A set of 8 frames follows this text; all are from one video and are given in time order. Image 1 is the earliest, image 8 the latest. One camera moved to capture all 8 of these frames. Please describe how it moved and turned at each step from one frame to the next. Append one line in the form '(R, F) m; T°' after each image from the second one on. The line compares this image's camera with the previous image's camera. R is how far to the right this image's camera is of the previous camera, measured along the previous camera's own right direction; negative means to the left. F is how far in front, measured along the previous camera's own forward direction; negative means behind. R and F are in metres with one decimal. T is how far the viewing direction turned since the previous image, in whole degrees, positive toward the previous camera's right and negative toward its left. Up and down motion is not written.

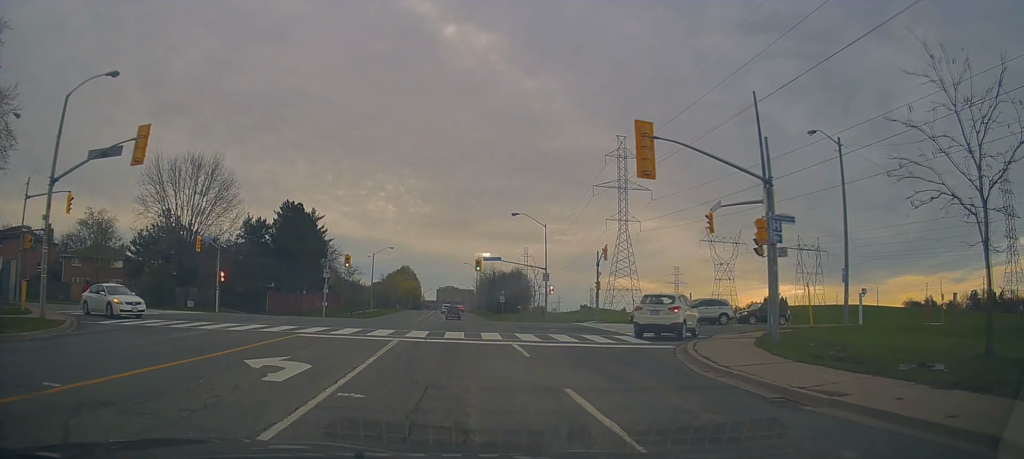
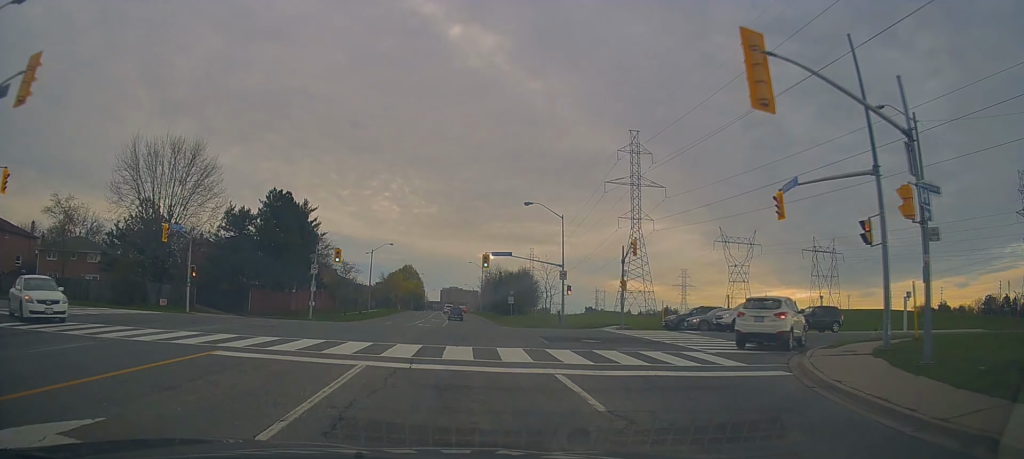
(0.0, +6.2) m; 0°
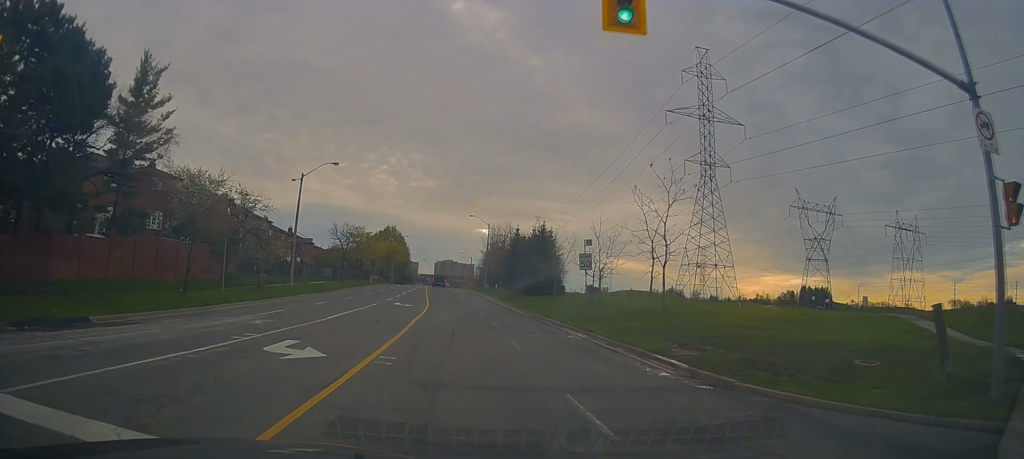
(-1.4, +38.2) m; -2°
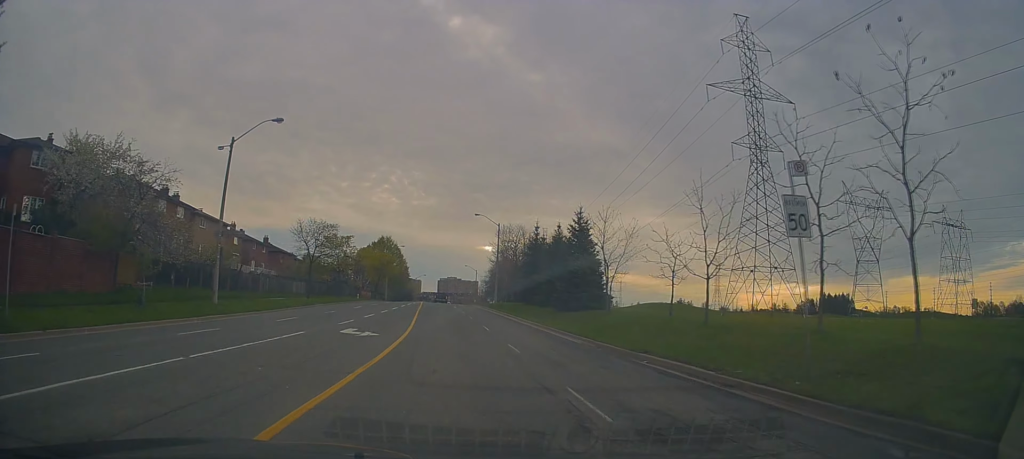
(+0.3, +17.7) m; +1°
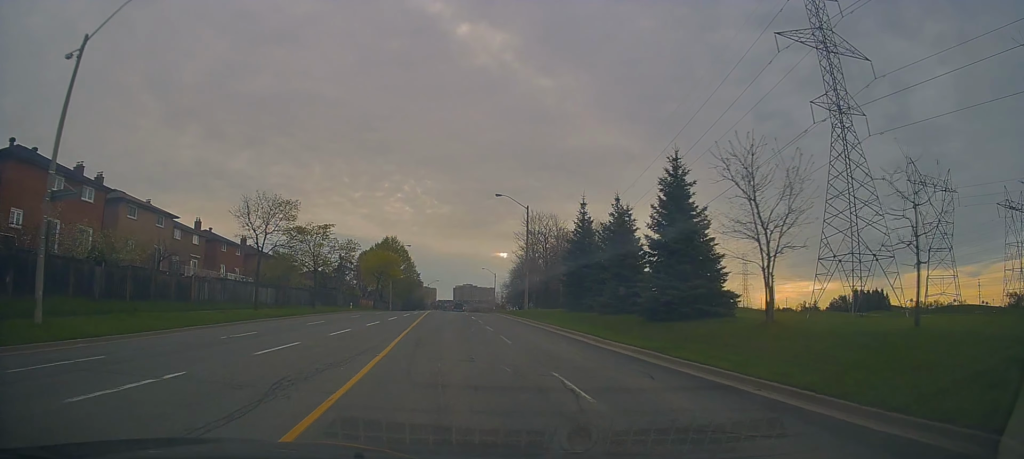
(-0.1, +16.9) m; -2°
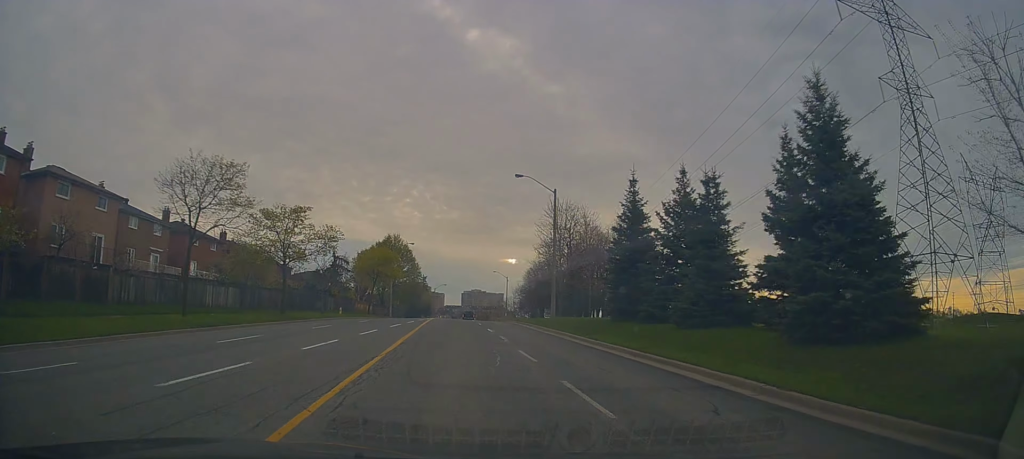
(-0.1, +9.8) m; -1°
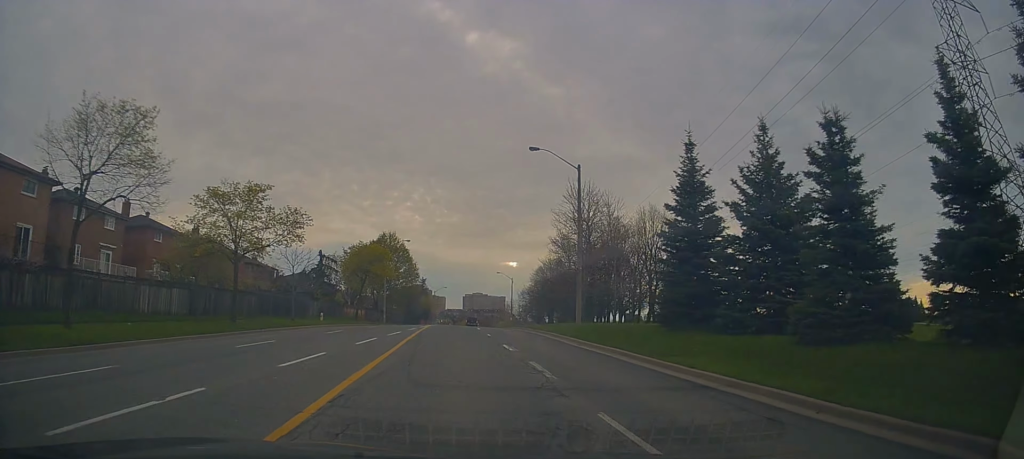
(-0.1, +8.1) m; -1°
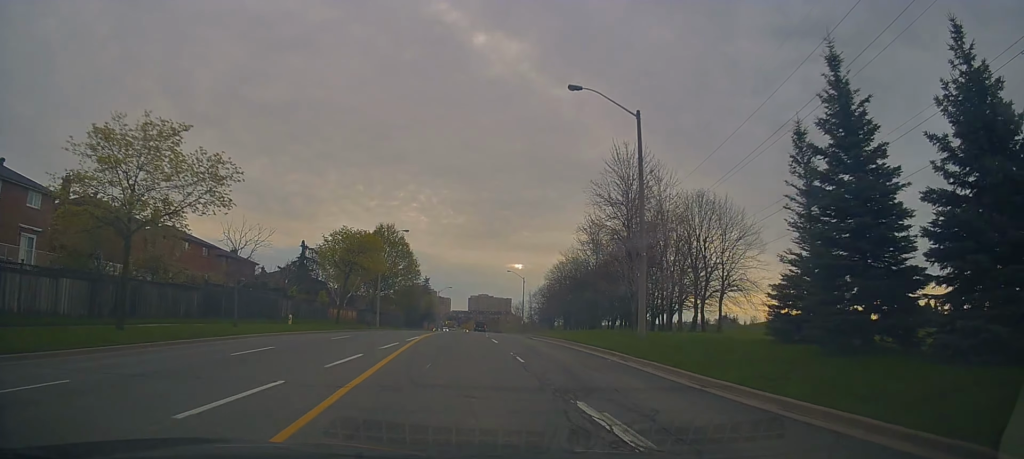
(-0.1, +11.0) m; 0°
